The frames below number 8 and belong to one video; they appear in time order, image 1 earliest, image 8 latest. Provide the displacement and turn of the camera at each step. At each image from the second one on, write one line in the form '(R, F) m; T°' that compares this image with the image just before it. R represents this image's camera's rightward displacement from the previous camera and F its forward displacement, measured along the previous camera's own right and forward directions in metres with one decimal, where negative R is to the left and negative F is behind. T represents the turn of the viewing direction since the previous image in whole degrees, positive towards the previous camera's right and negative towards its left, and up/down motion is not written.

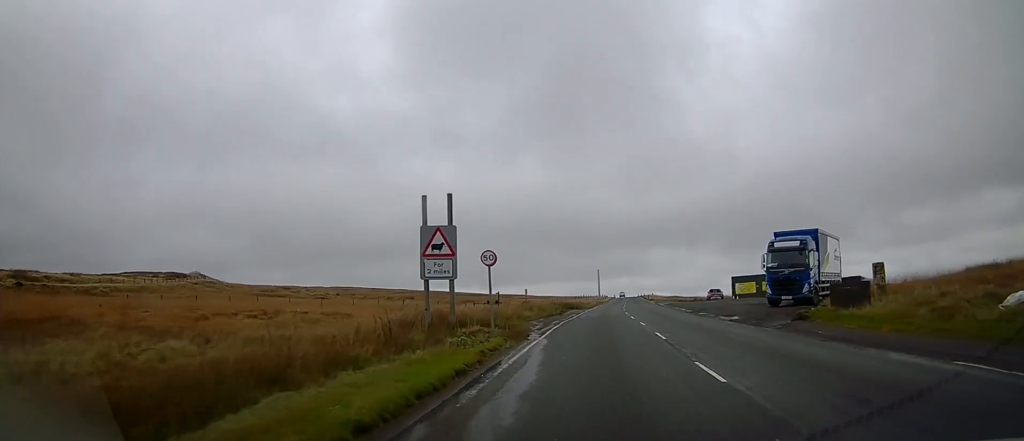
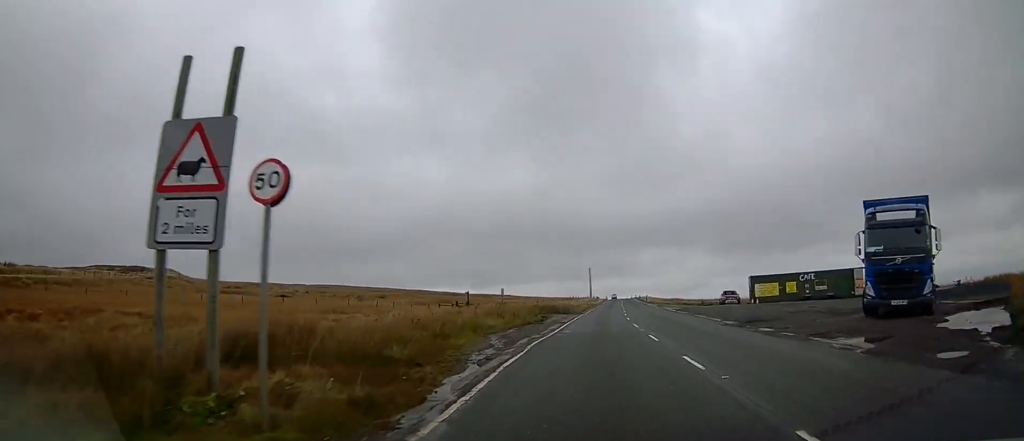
(+0.1, +11.2) m; +1°
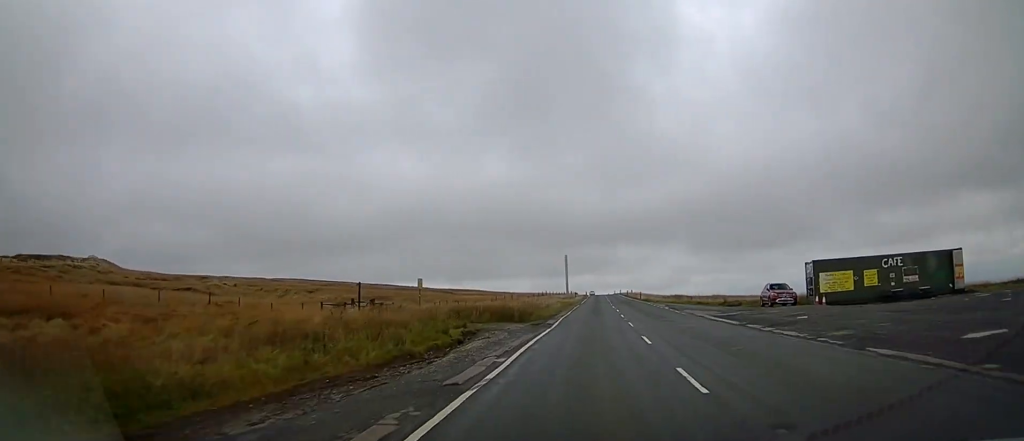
(+0.3, +20.2) m; +2°
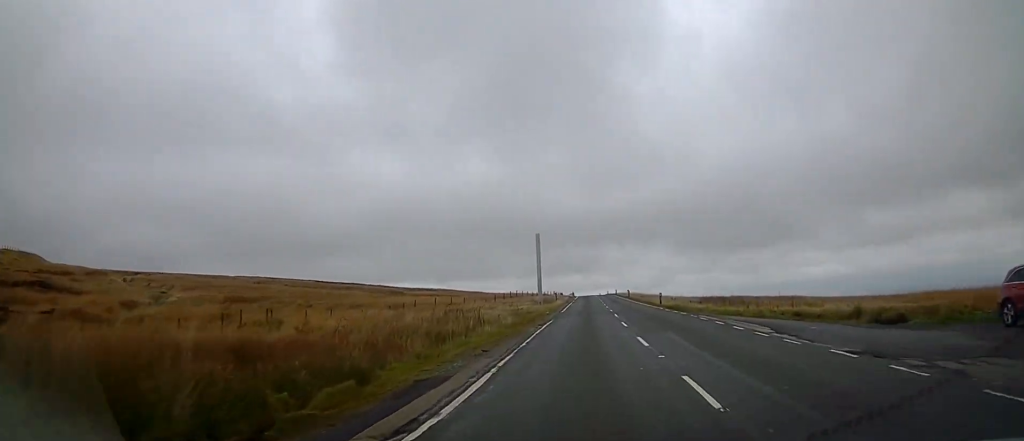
(+0.6, +25.7) m; +2°
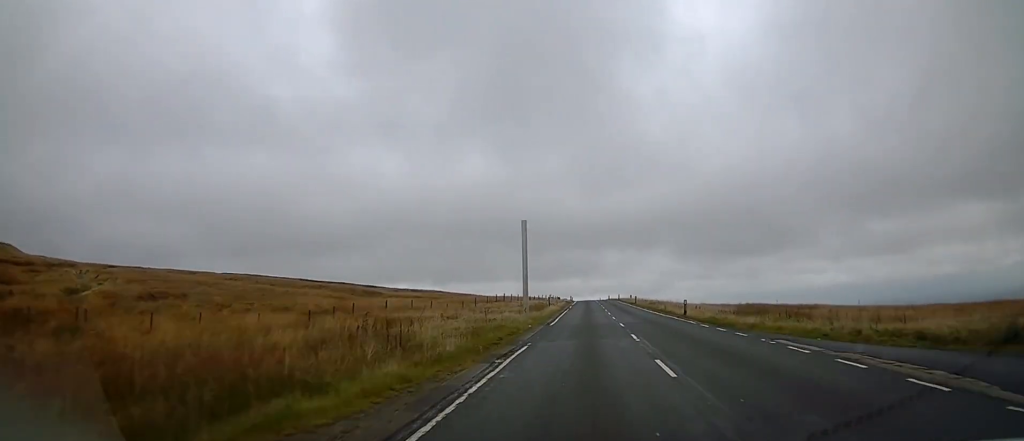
(-0.1, +9.8) m; 0°
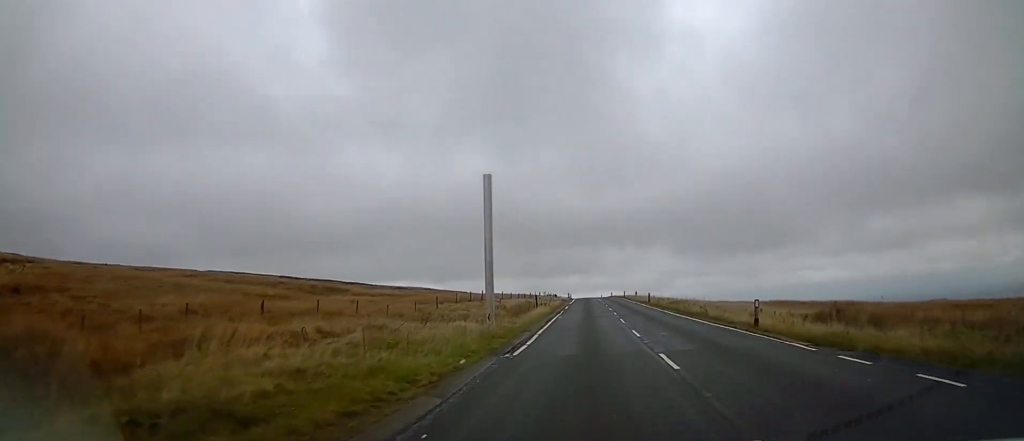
(-0.1, +12.2) m; 0°
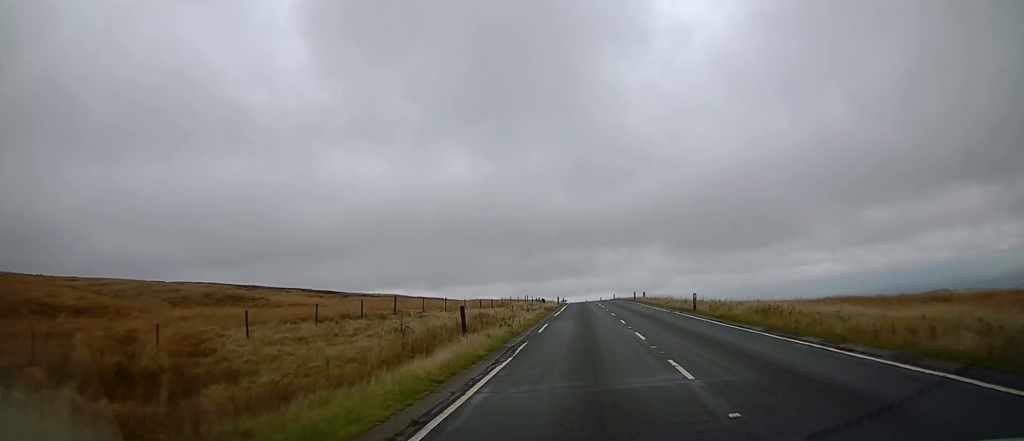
(+0.3, +20.1) m; 0°
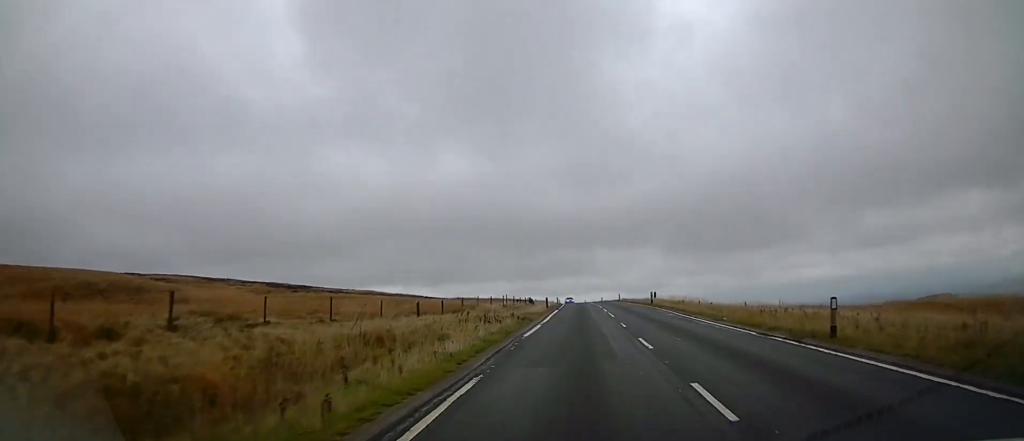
(-0.2, +14.8) m; -1°
